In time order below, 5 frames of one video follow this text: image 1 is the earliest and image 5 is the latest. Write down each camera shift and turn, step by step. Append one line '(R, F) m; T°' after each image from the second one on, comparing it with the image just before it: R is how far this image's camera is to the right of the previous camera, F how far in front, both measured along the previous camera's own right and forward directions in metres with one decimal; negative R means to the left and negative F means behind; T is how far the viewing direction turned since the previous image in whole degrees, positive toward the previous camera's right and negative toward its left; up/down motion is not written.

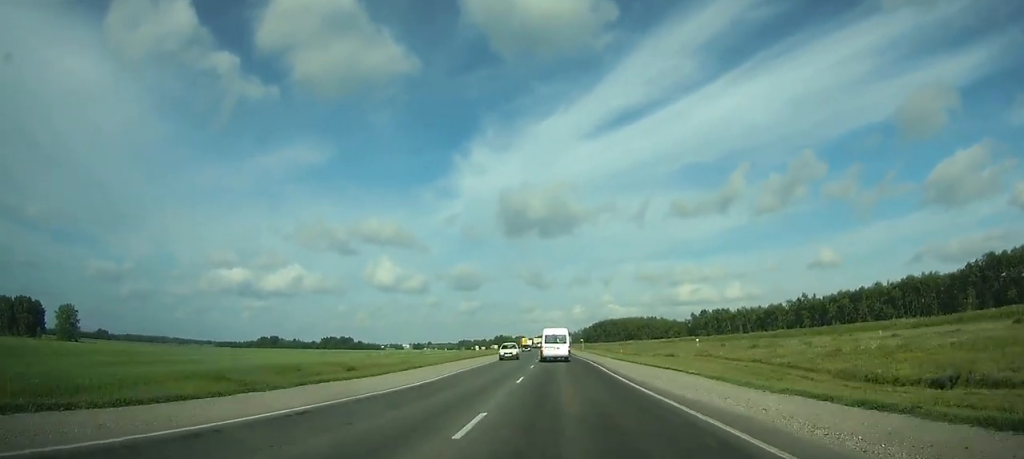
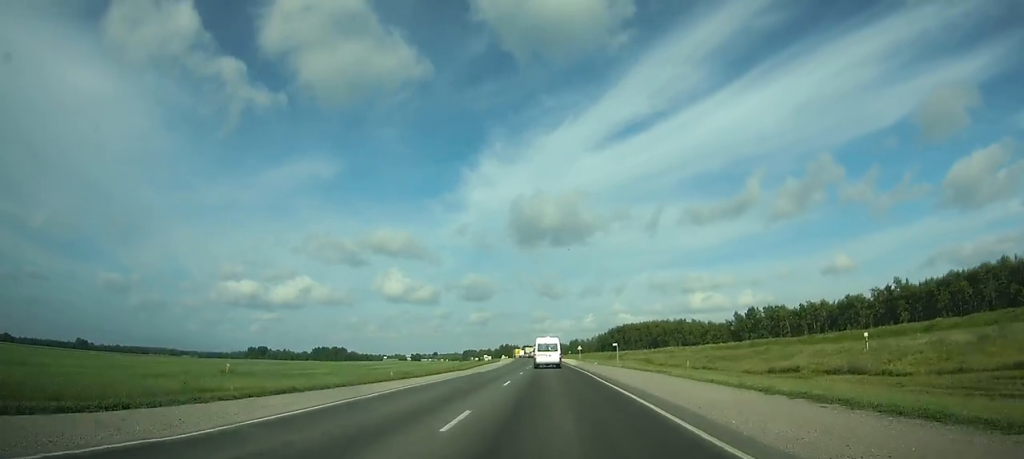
(-0.7, +60.1) m; -2°
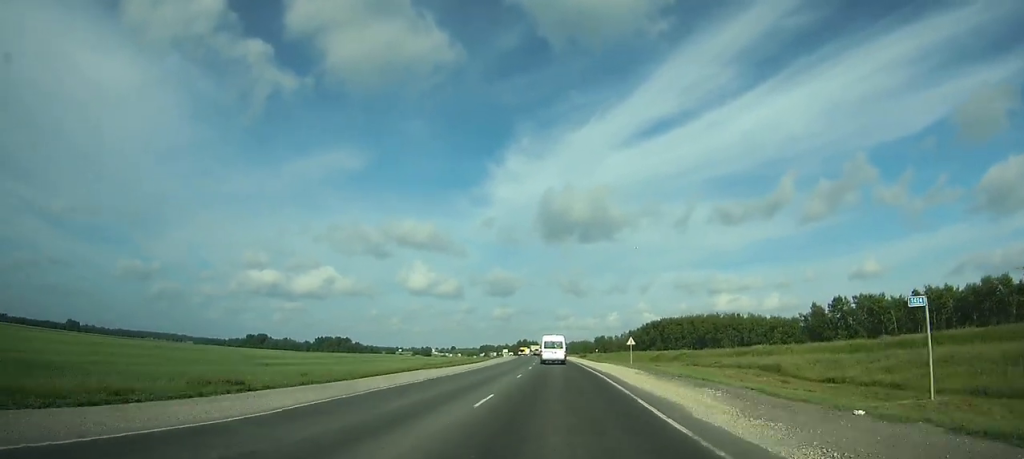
(-0.9, +56.2) m; -1°
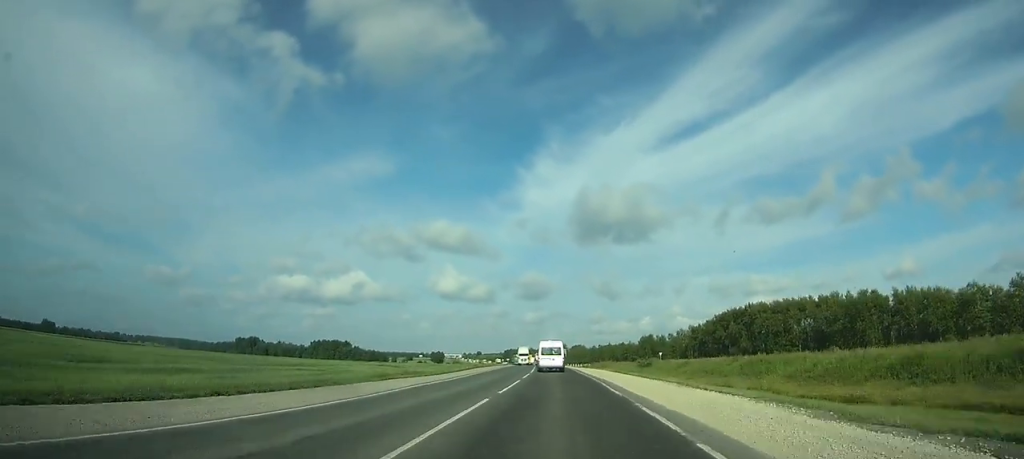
(-1.9, +86.4) m; -3°
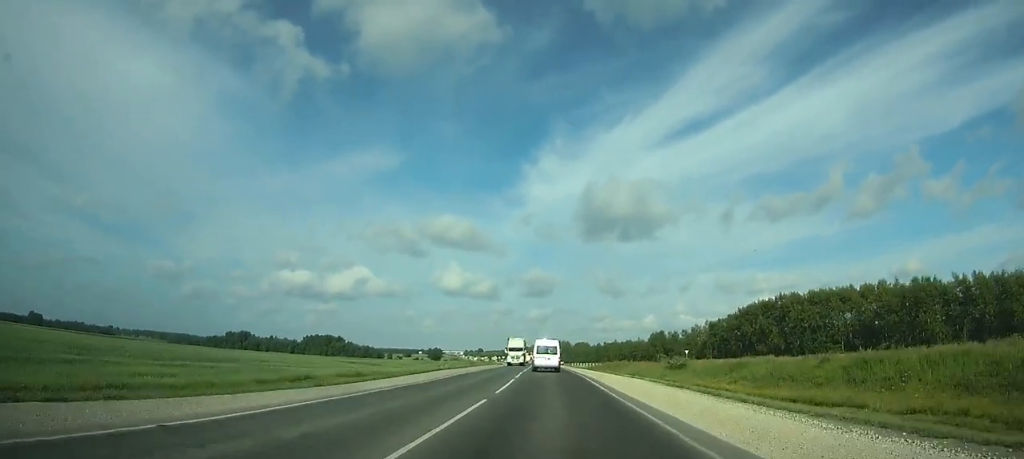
(-0.2, +22.4) m; -1°
